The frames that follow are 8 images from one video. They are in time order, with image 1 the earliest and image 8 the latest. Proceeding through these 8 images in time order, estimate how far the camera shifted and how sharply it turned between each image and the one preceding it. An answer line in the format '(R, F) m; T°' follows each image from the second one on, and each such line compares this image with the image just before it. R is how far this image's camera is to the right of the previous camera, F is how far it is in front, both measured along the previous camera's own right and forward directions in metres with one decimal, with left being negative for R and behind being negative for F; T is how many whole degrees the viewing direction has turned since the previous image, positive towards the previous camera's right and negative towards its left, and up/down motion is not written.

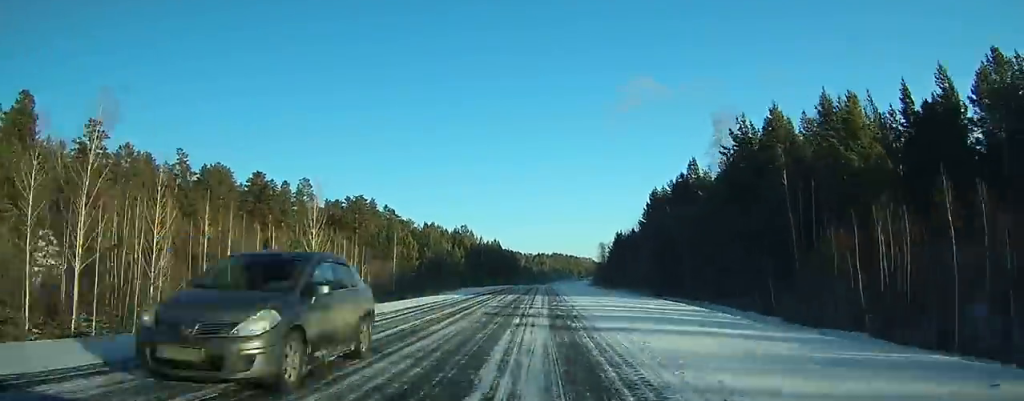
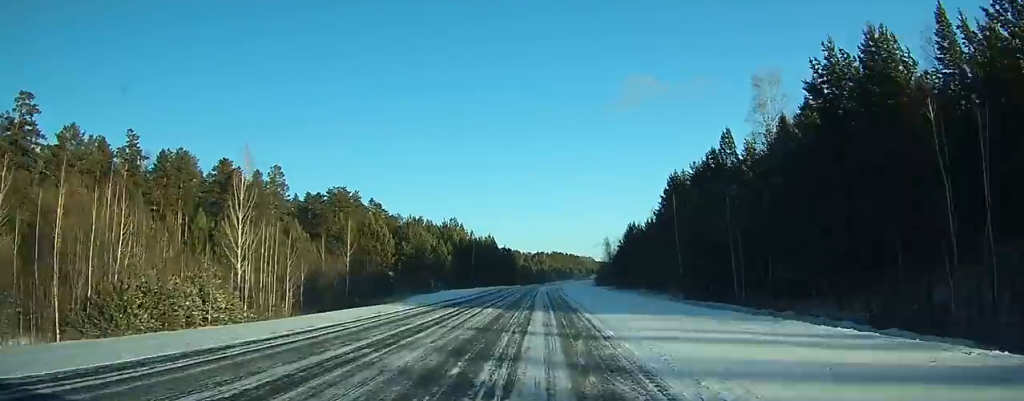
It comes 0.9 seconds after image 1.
(0.0, +15.9) m; 0°
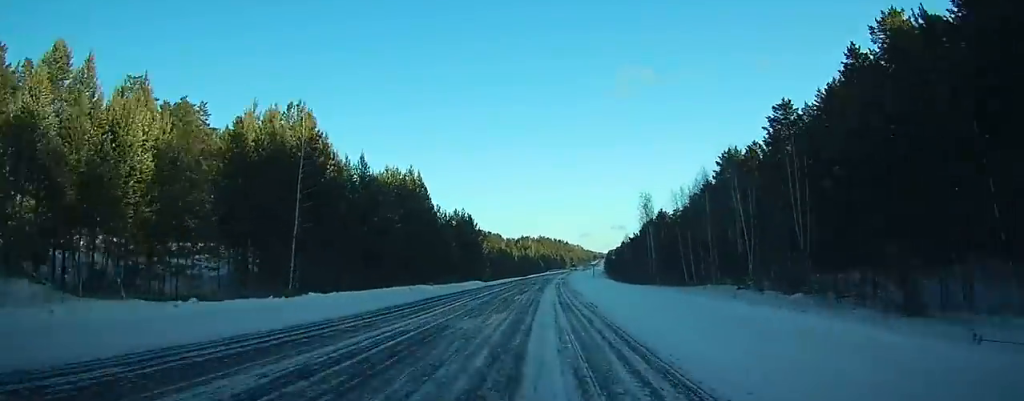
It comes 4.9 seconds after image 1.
(-0.2, +76.0) m; 0°
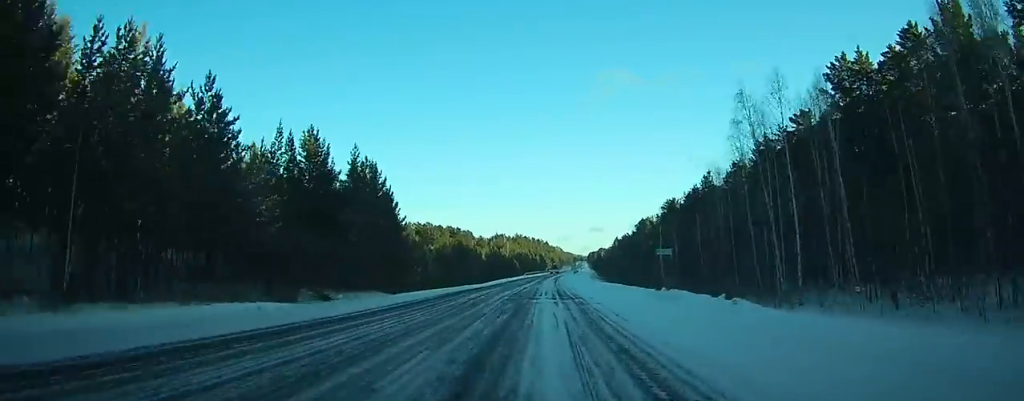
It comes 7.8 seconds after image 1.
(+0.8, +54.3) m; +2°
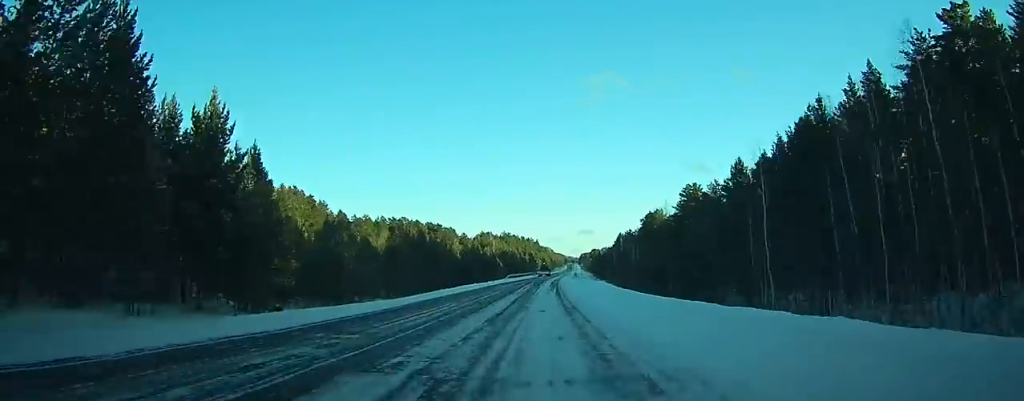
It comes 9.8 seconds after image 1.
(+0.7, +37.9) m; +2°
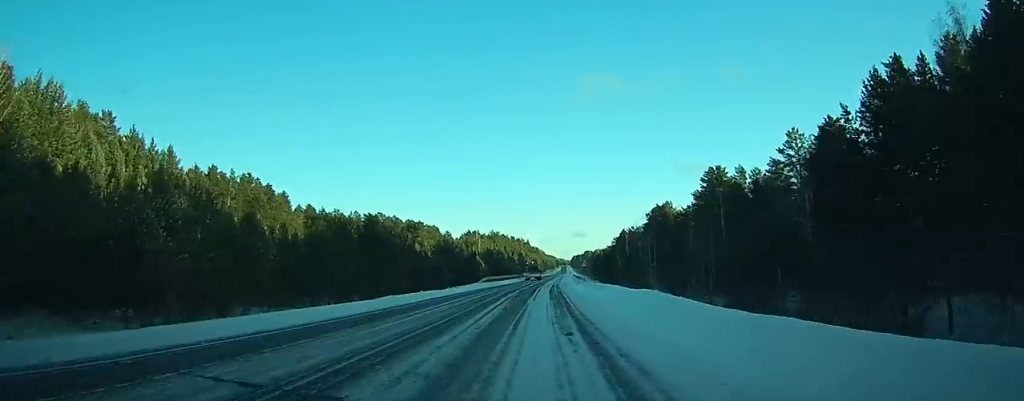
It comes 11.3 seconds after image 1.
(+0.3, +29.1) m; +1°
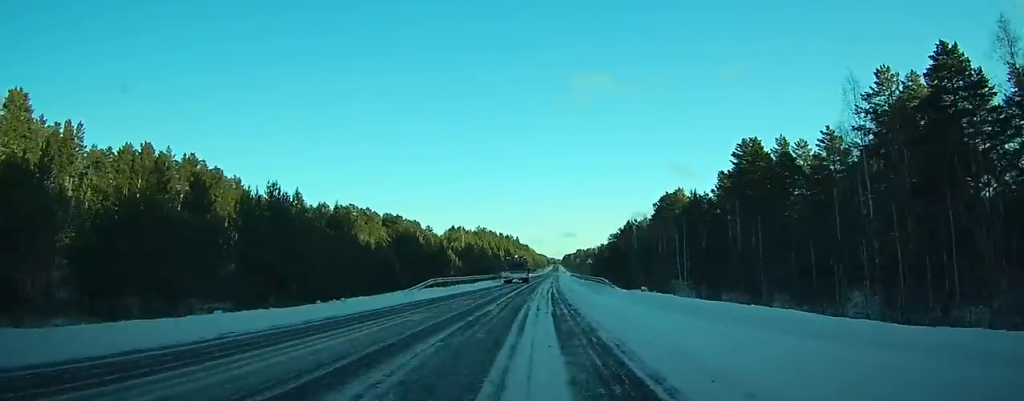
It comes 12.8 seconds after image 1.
(0.0, +27.8) m; +1°
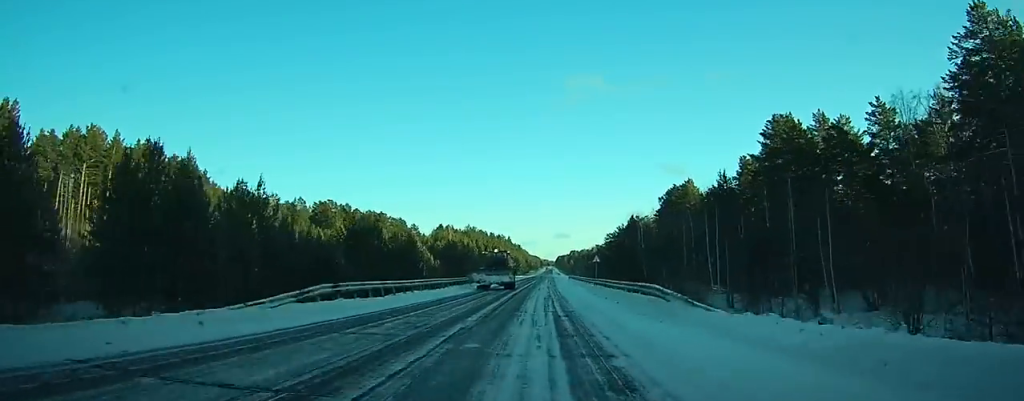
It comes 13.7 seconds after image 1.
(+0.4, +17.8) m; +1°
